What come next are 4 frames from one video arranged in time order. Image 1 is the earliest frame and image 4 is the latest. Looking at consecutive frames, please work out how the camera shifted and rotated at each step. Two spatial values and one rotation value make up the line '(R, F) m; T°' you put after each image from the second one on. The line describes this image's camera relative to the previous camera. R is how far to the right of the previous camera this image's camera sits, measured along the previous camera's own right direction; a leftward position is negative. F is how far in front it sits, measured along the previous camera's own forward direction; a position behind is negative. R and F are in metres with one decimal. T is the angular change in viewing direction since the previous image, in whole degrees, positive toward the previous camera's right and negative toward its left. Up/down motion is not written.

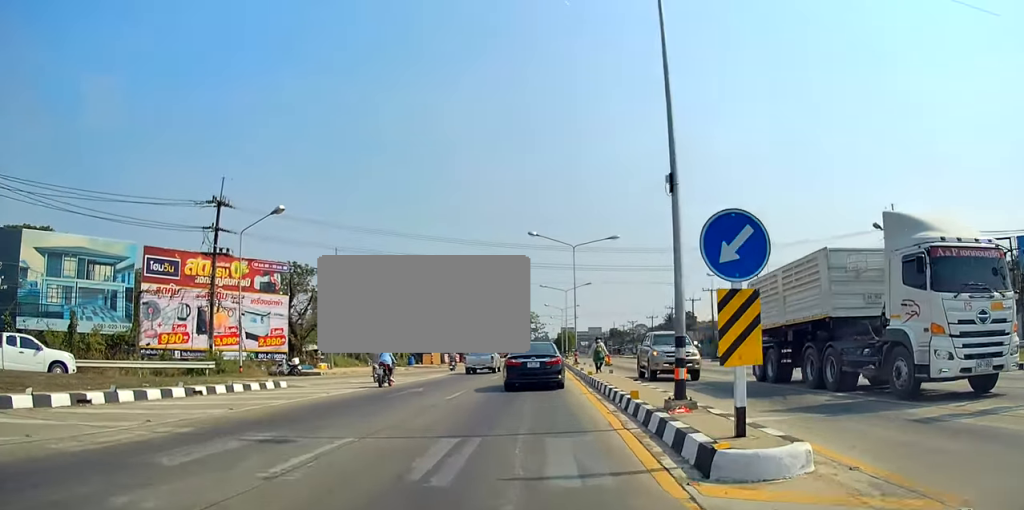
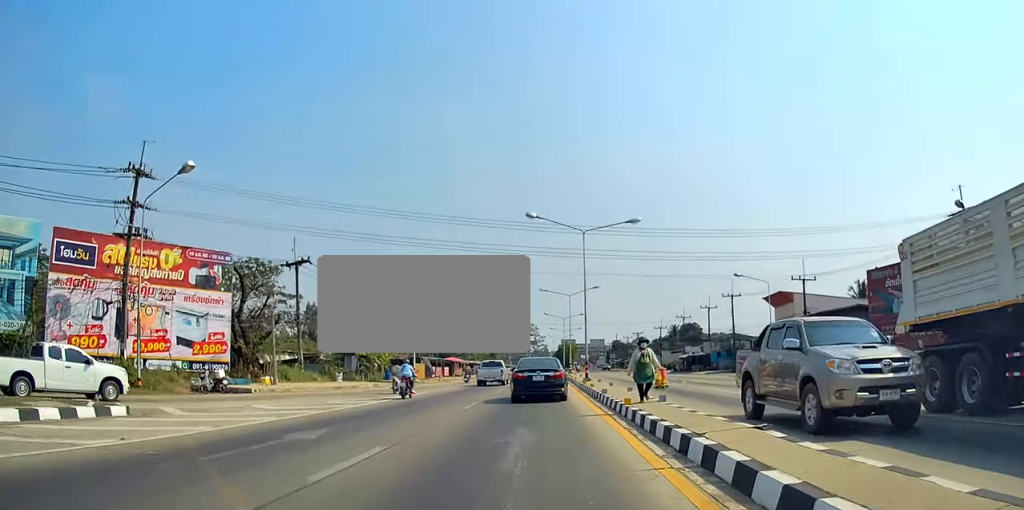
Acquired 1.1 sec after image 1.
(-0.2, +8.2) m; 0°
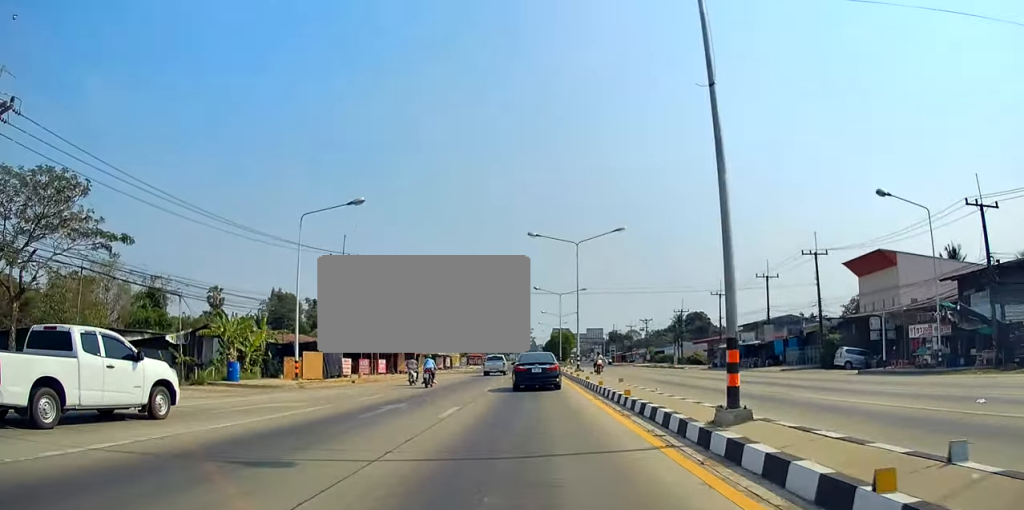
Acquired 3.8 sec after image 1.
(-1.0, +25.0) m; -6°
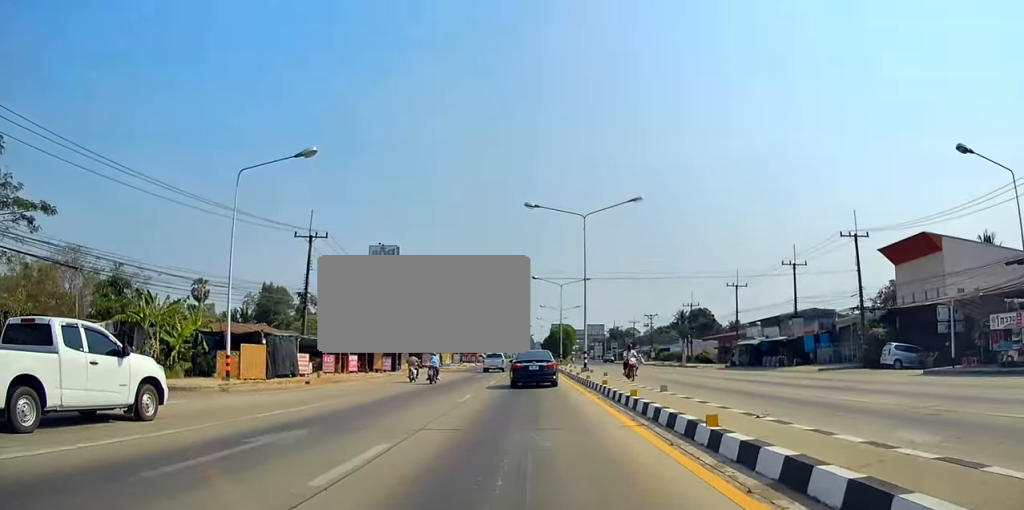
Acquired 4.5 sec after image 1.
(-0.2, +6.9) m; +1°
